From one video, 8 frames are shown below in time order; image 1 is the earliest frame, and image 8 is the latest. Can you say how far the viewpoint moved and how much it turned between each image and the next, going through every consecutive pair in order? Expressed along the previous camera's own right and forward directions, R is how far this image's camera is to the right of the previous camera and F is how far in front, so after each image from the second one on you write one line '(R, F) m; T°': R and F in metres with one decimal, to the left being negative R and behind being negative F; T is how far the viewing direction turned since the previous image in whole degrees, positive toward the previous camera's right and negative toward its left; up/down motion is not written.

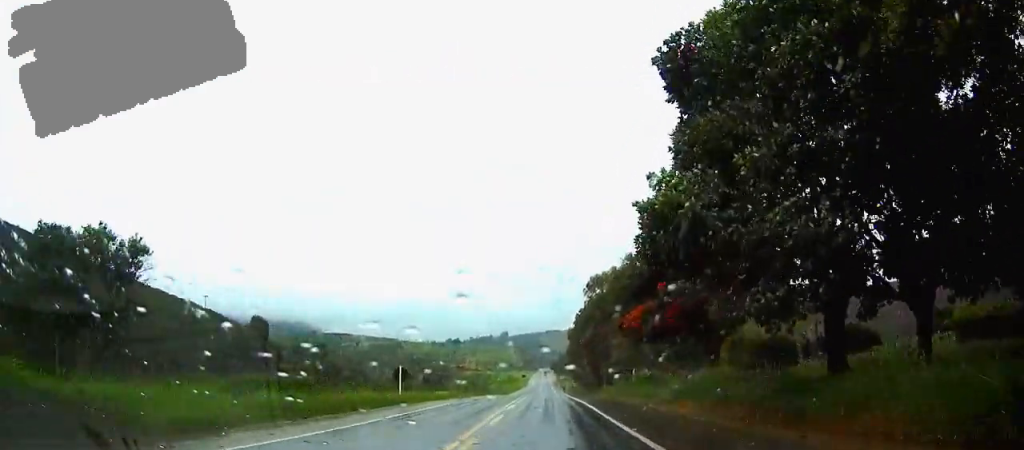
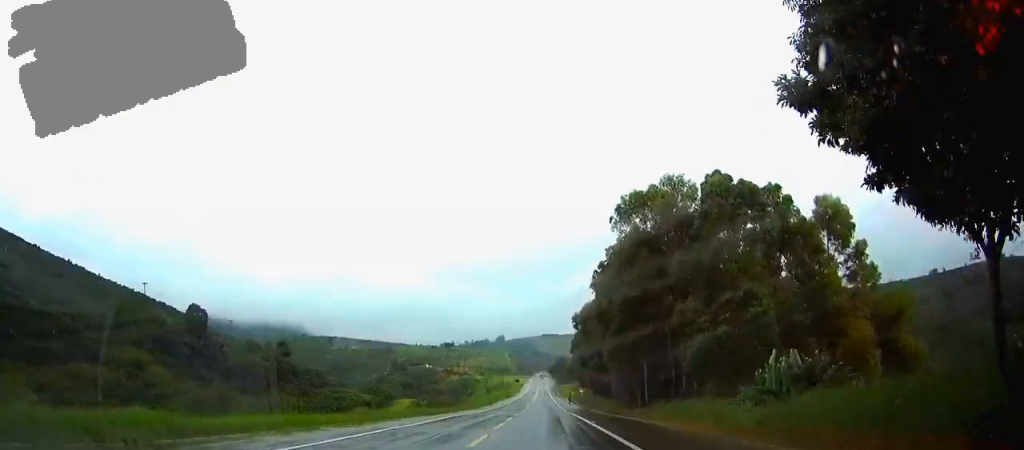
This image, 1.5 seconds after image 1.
(0.0, +38.4) m; 0°
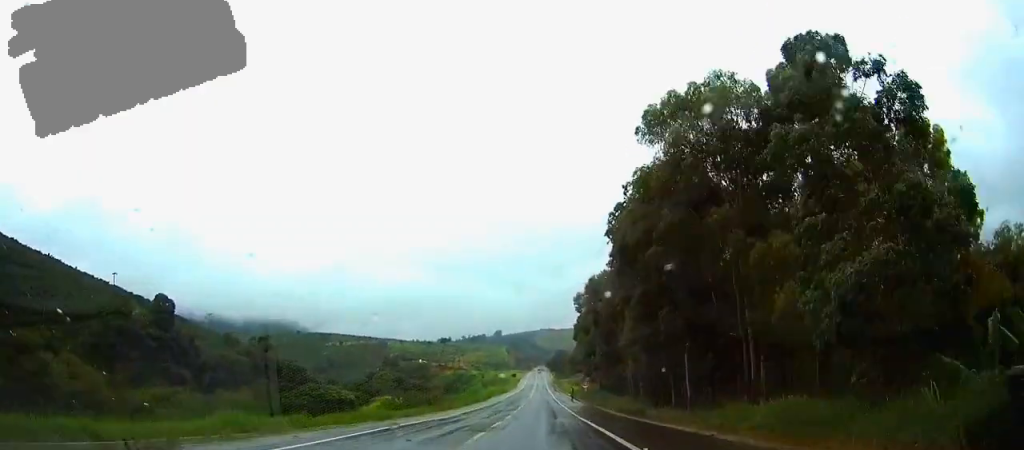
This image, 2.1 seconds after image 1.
(0.0, +15.6) m; 0°
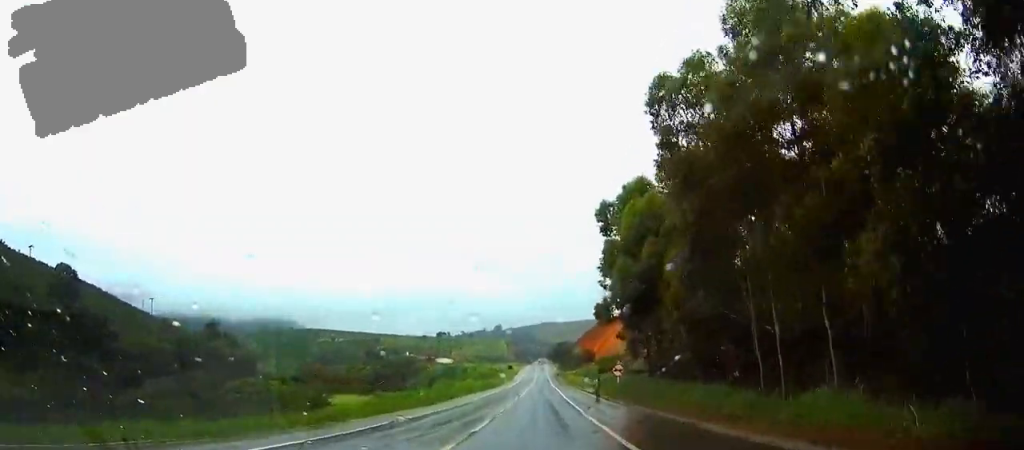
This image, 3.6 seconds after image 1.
(+0.1, +38.8) m; 0°
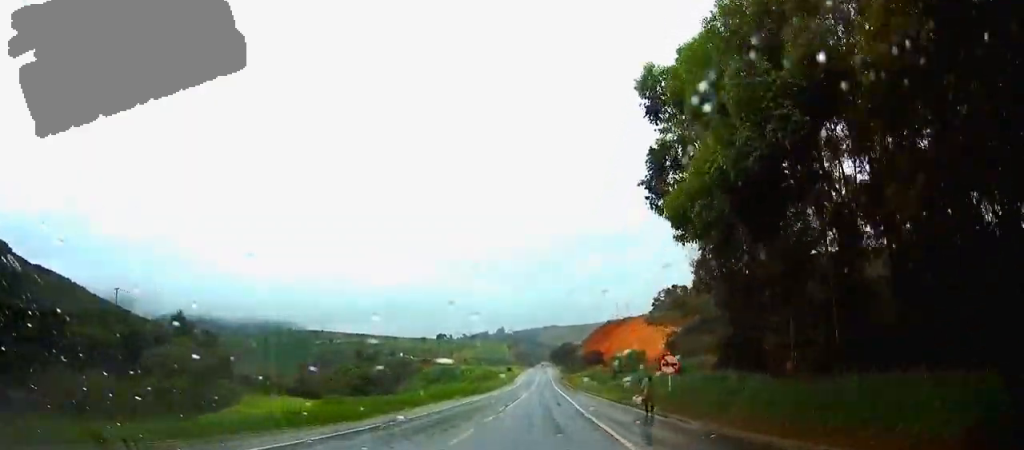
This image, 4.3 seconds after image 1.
(-0.1, +20.8) m; 0°
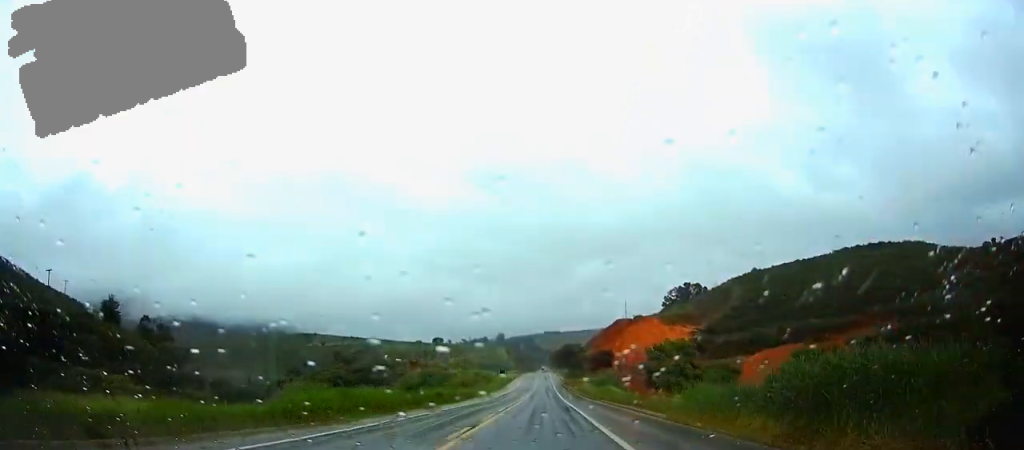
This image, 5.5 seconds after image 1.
(0.0, +31.3) m; 0°
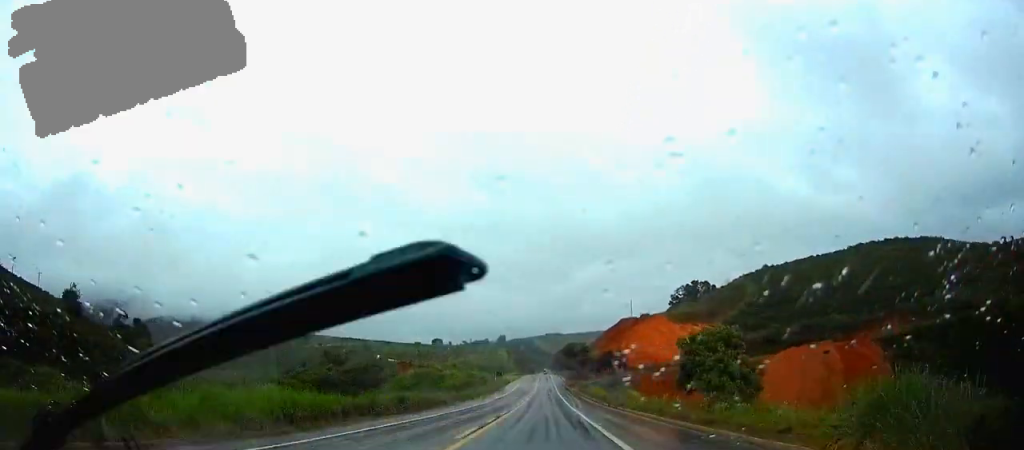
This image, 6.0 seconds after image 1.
(0.0, +14.9) m; 0°
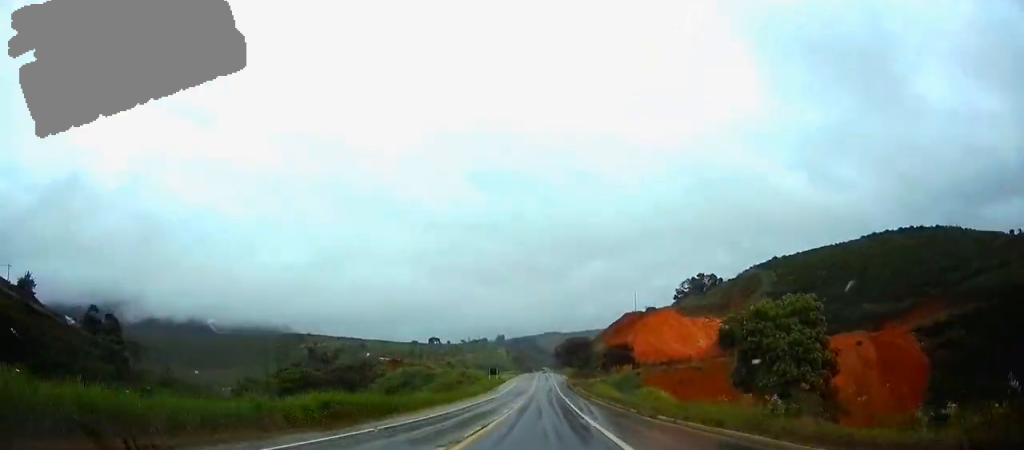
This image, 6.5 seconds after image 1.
(-0.1, +15.0) m; 0°
